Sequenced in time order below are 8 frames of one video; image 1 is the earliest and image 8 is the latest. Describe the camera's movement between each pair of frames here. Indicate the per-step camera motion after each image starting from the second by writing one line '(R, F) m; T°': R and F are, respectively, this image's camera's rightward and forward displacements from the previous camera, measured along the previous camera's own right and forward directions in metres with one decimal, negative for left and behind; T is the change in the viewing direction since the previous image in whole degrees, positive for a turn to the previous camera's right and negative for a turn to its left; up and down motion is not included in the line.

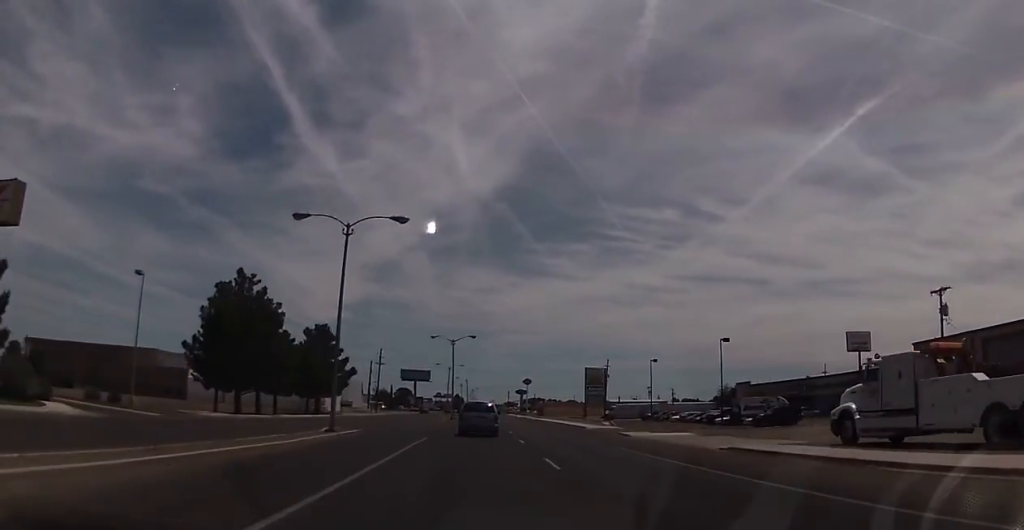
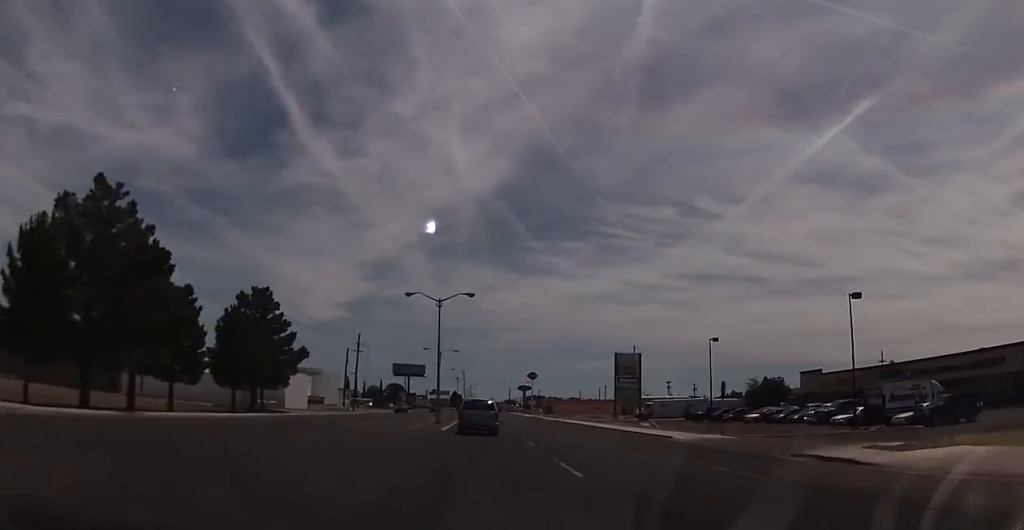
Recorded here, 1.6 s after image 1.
(0.0, +26.5) m; 0°
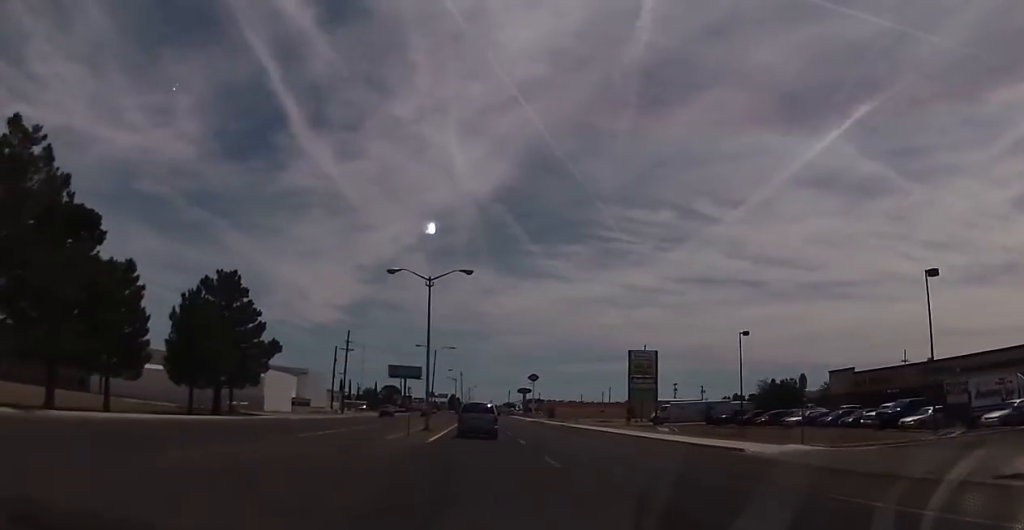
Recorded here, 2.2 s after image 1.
(0.0, +9.3) m; 0°
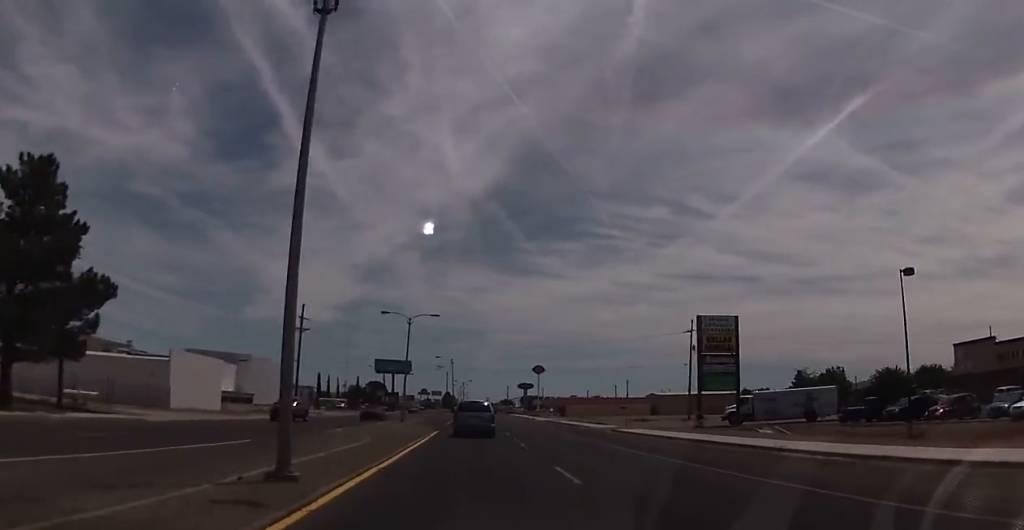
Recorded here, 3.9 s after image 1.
(0.0, +28.3) m; 0°
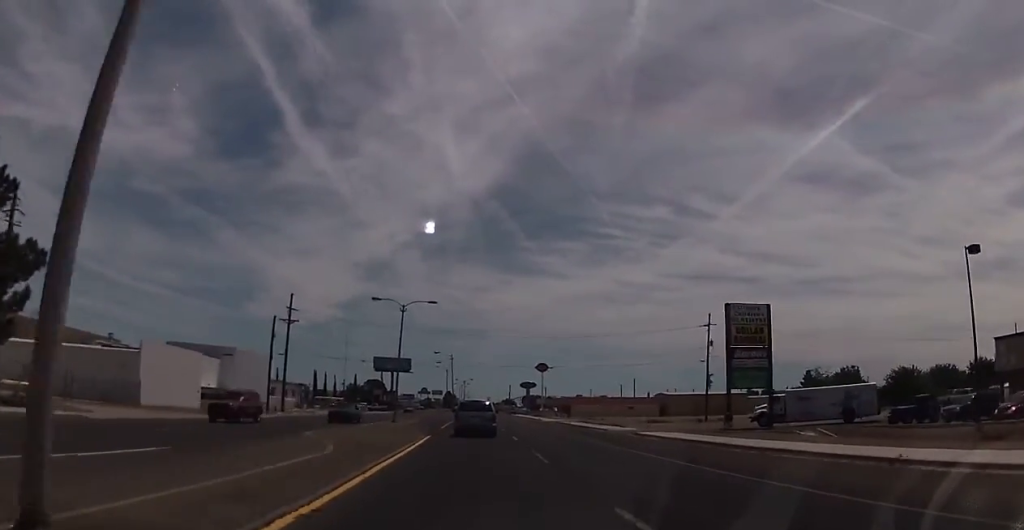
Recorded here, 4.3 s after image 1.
(0.0, +6.5) m; 0°
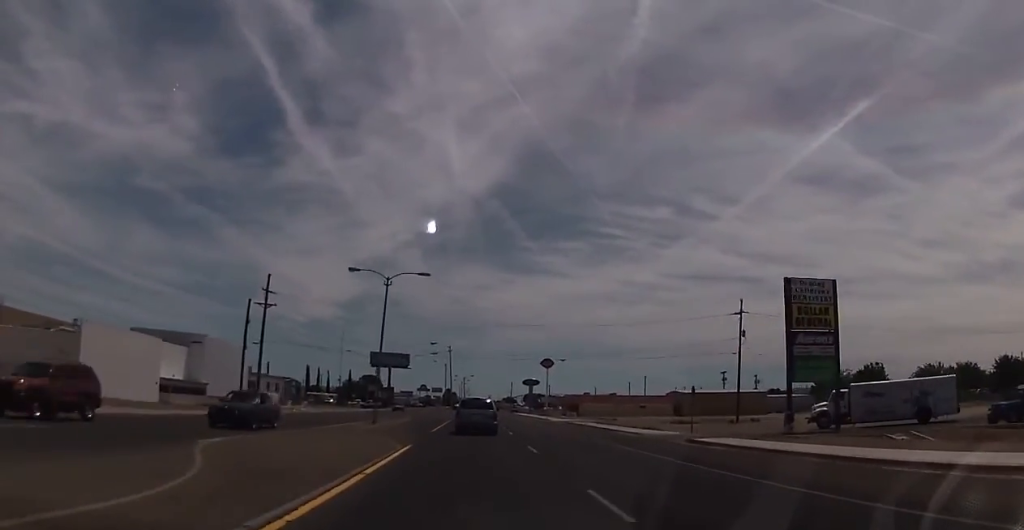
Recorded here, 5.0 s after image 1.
(0.0, +10.1) m; 0°
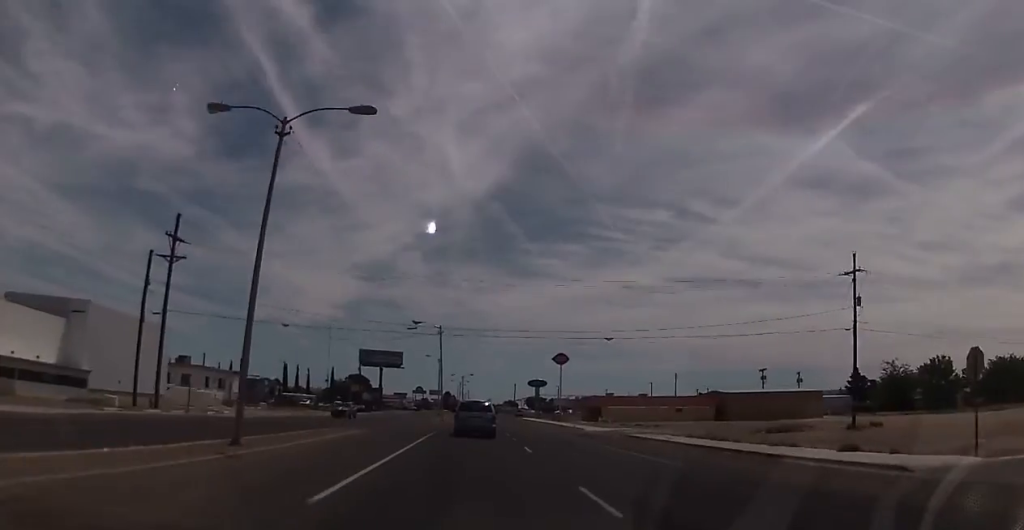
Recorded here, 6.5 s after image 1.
(0.0, +24.0) m; 0°
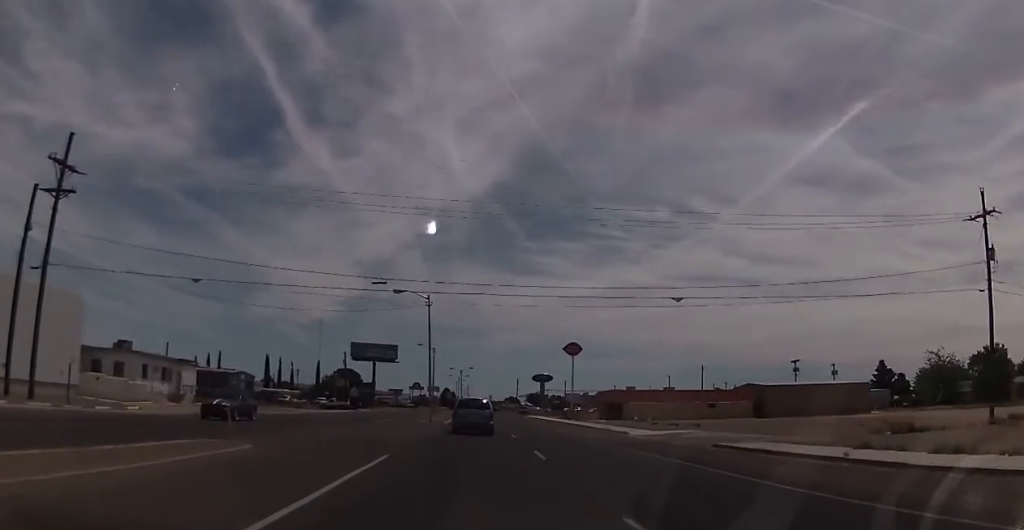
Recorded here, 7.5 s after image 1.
(0.0, +15.7) m; 0°
